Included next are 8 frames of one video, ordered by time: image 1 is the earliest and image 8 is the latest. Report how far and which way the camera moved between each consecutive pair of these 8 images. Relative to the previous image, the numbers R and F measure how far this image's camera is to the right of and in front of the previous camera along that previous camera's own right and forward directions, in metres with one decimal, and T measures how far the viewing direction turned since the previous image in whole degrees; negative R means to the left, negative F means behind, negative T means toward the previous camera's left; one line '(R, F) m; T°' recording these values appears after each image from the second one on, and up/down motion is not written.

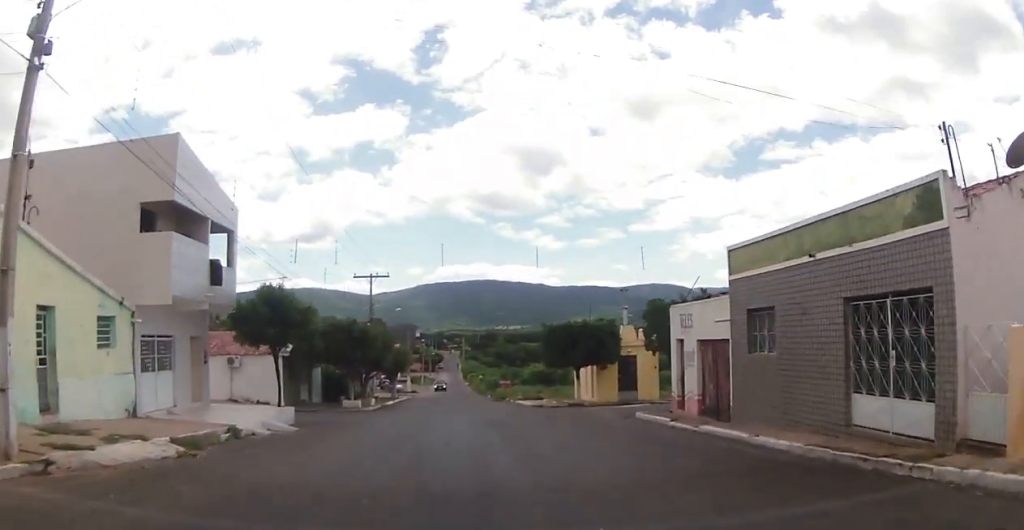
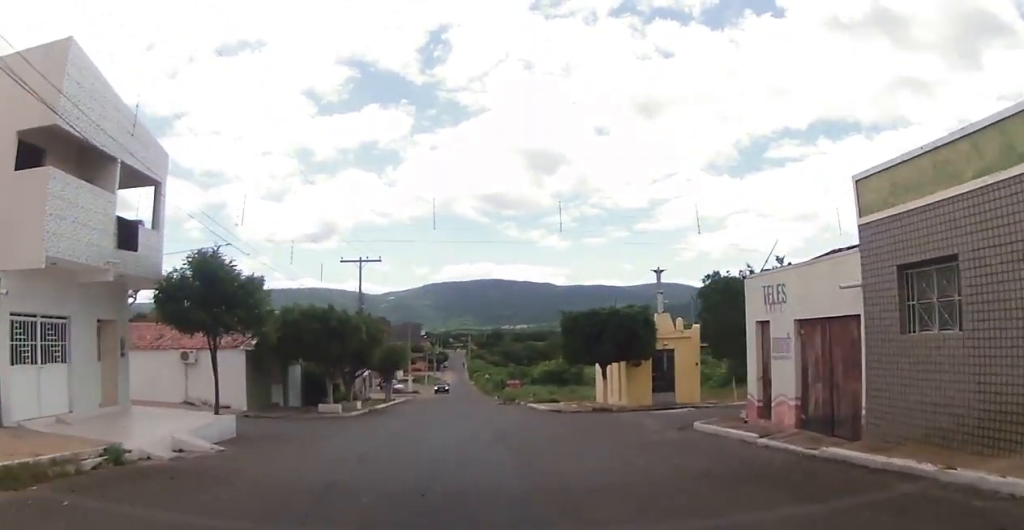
(0.0, +5.9) m; 0°
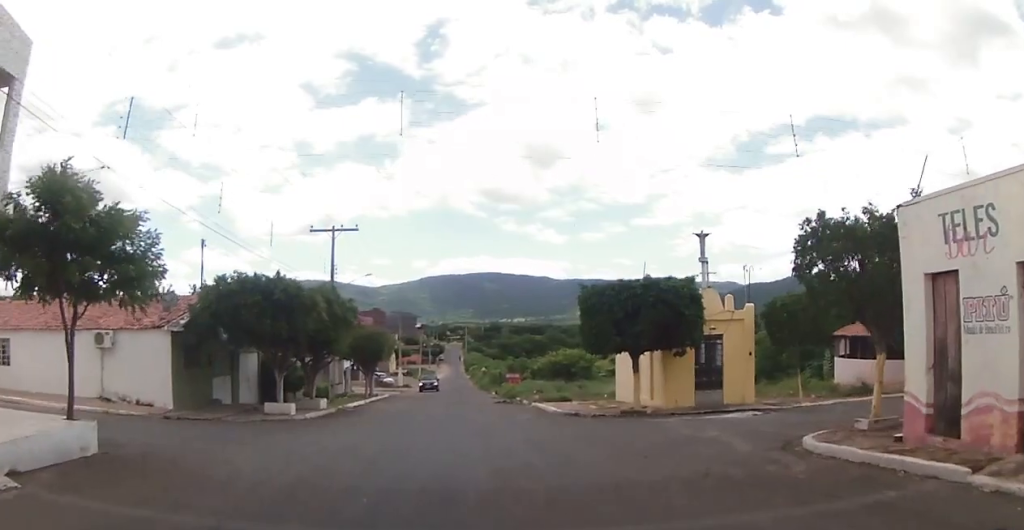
(0.0, +6.8) m; 0°
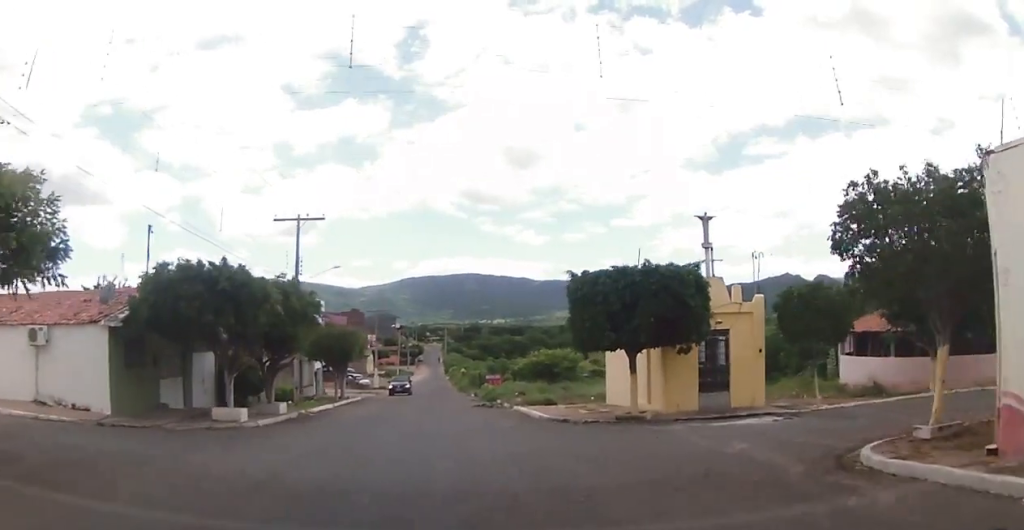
(0.0, +3.0) m; +4°
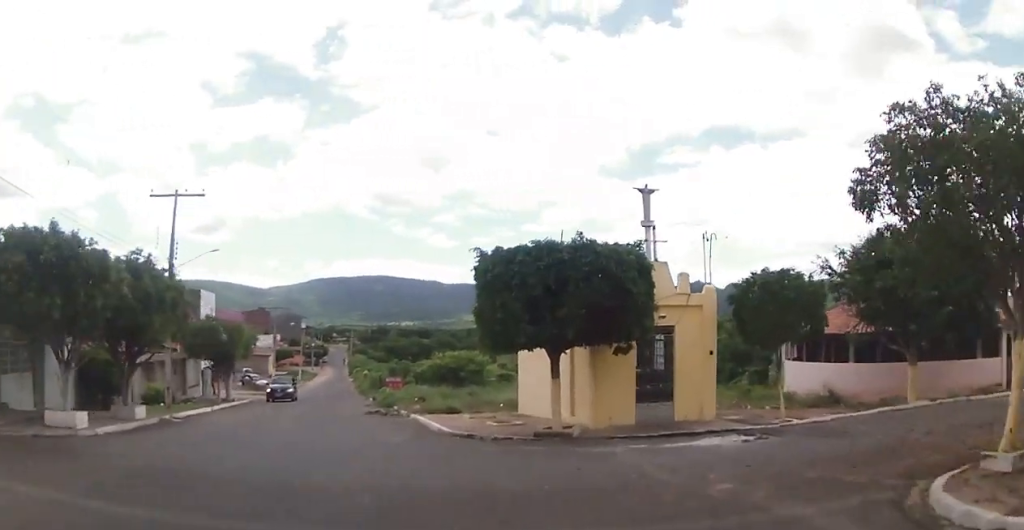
(+0.4, +4.4) m; +11°
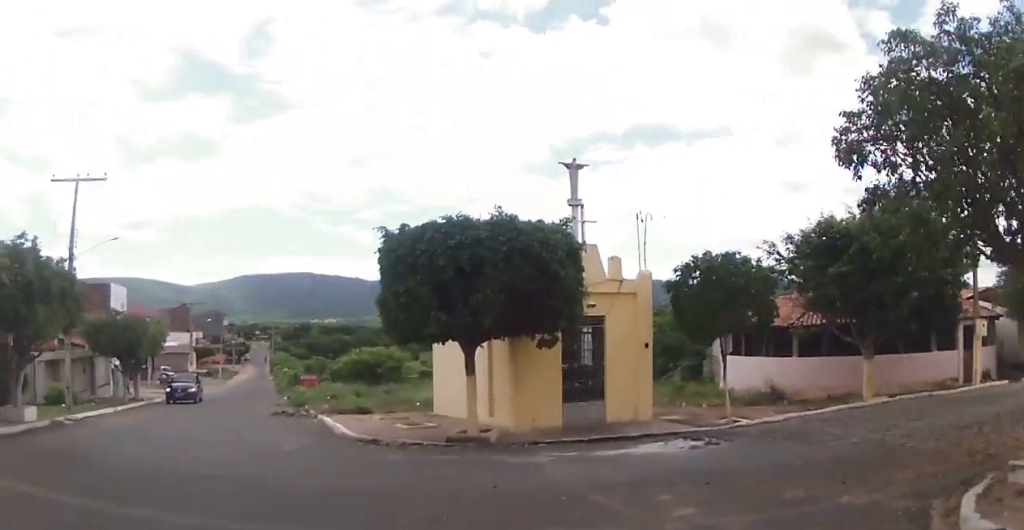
(+0.1, +2.0) m; +5°
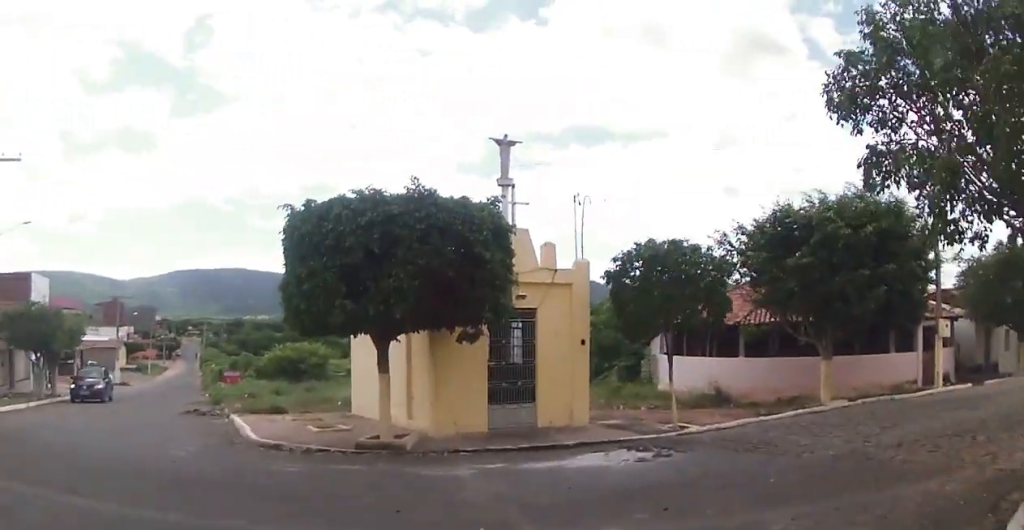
(0.0, +1.6) m; +2°
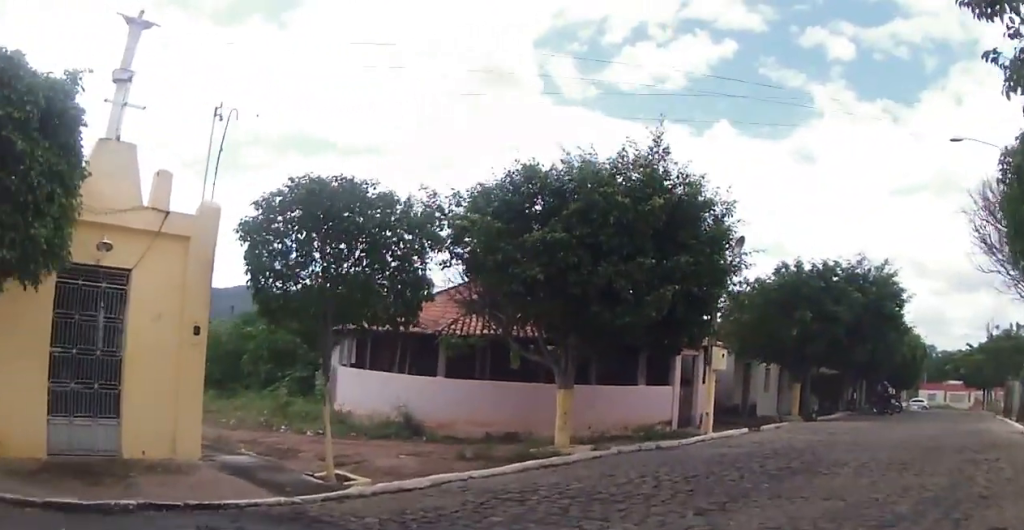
(+0.7, +5.1) m; +24°
